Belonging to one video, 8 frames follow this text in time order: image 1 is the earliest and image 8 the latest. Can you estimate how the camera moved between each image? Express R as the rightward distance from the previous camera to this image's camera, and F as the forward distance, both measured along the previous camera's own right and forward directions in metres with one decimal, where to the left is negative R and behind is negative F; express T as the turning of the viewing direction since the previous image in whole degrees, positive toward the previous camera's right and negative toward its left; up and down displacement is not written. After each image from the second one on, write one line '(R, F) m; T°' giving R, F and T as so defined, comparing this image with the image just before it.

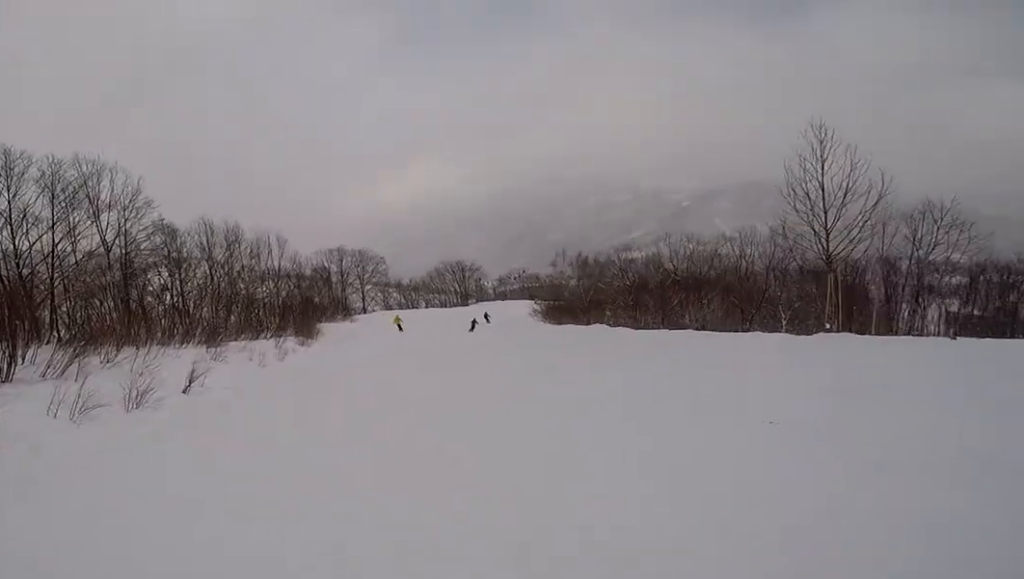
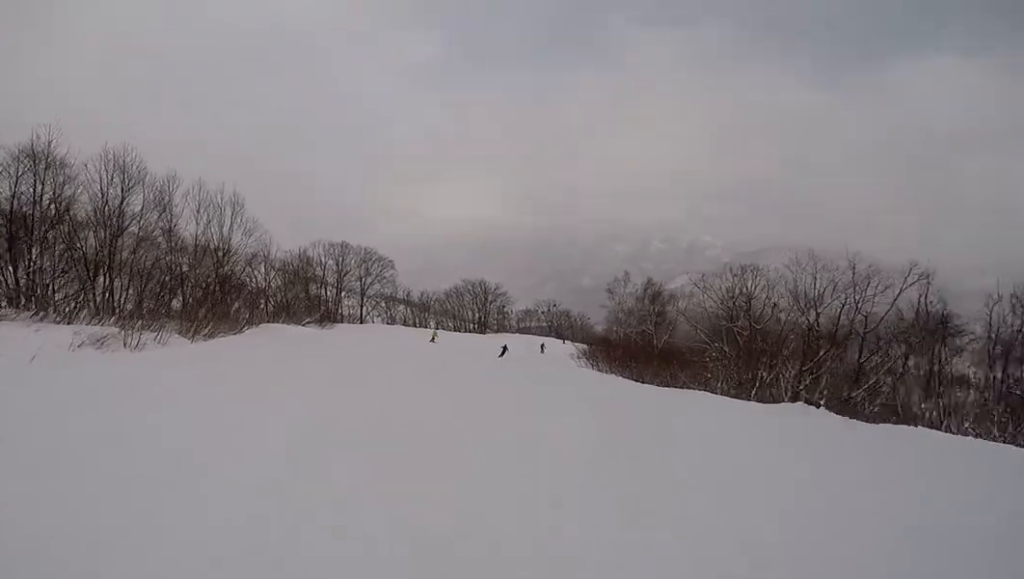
(+0.5, +16.6) m; -4°
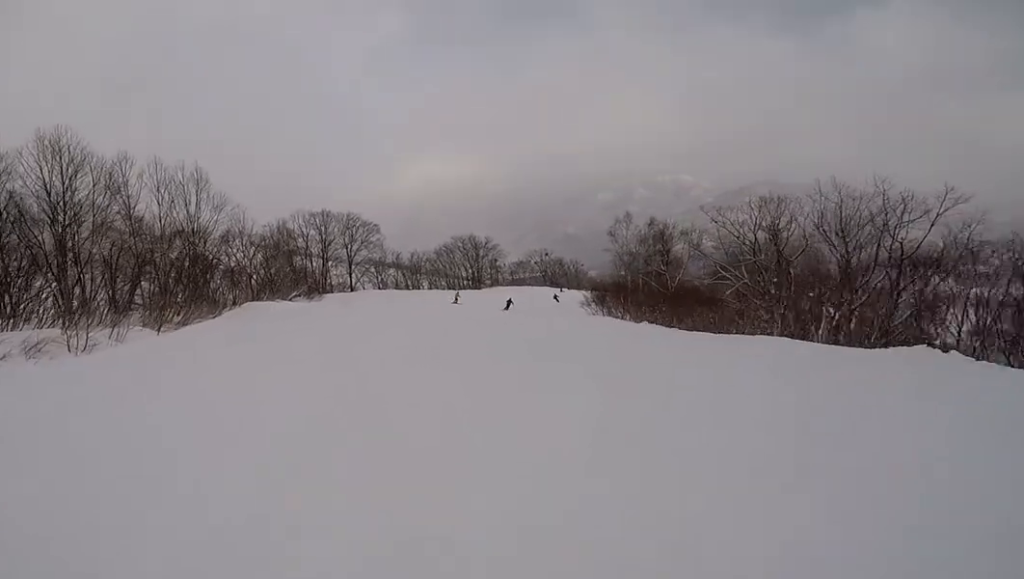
(+0.5, +2.6) m; +1°
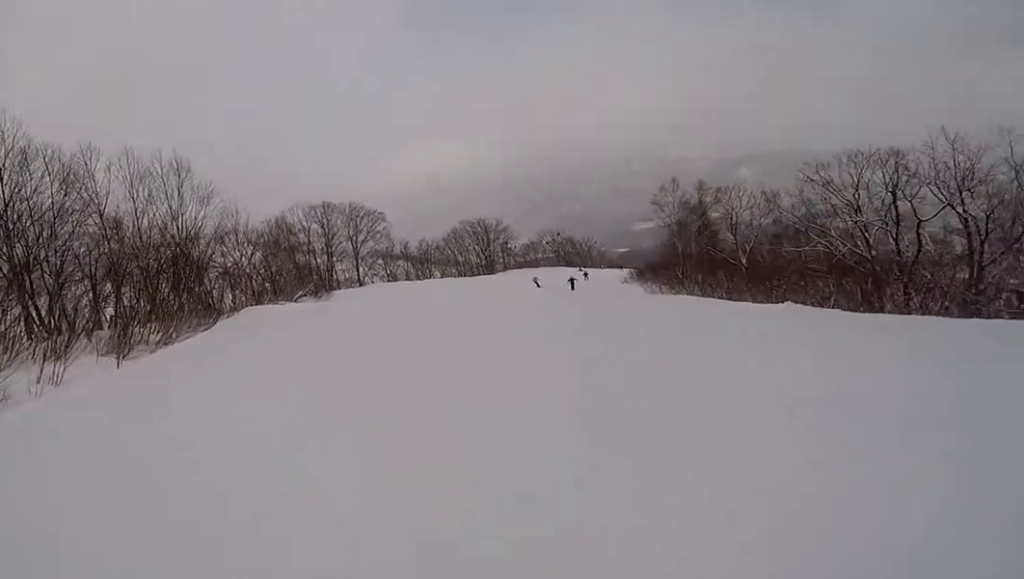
(+0.2, +5.6) m; +3°
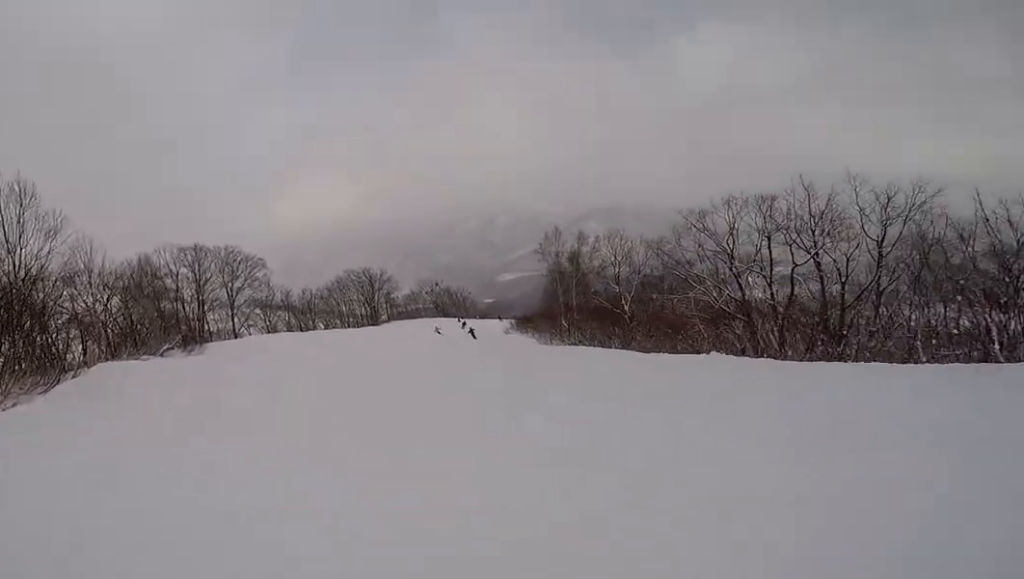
(-0.6, +3.1) m; +2°
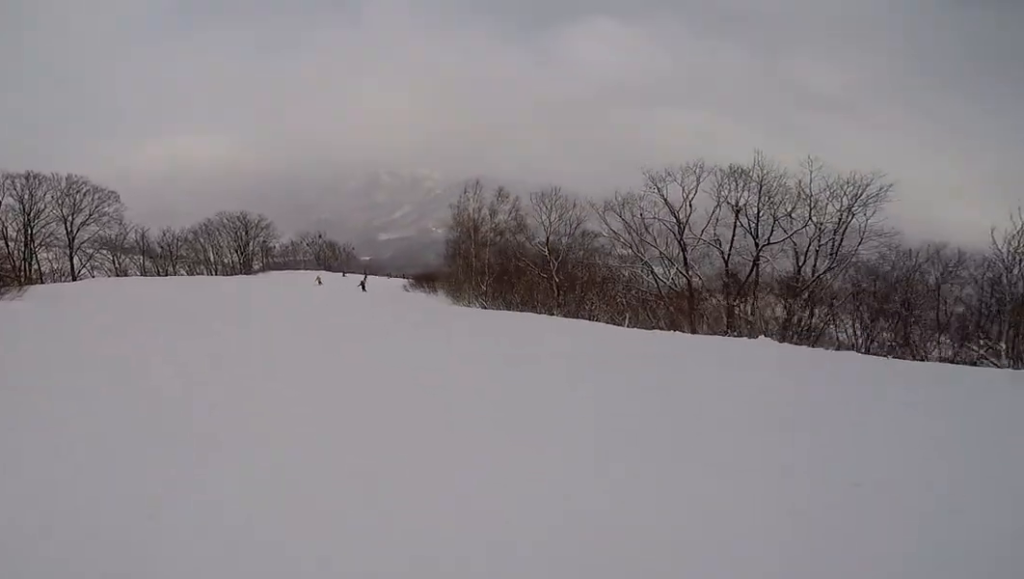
(+1.1, +6.1) m; +18°
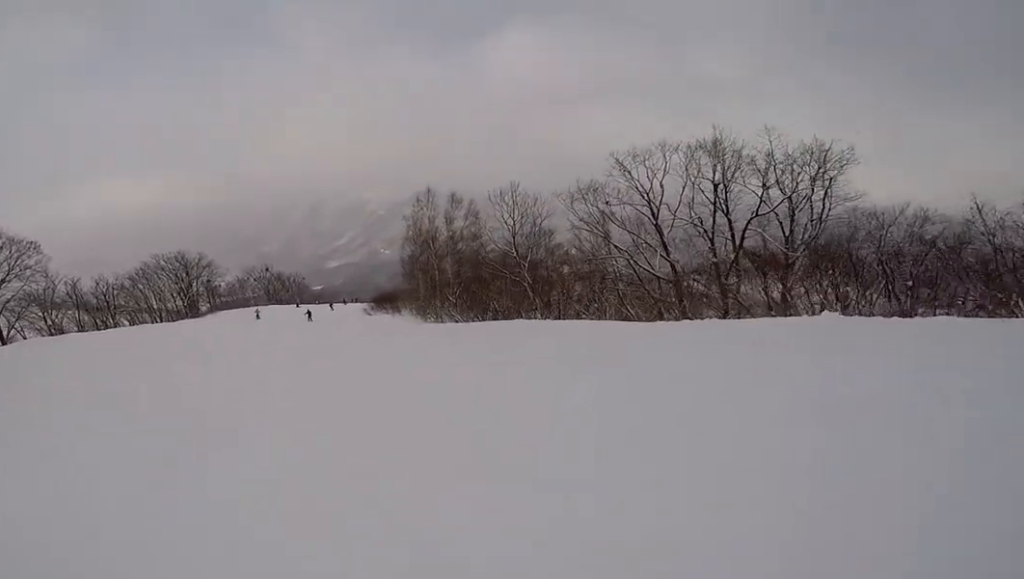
(+0.2, +2.8) m; +1°
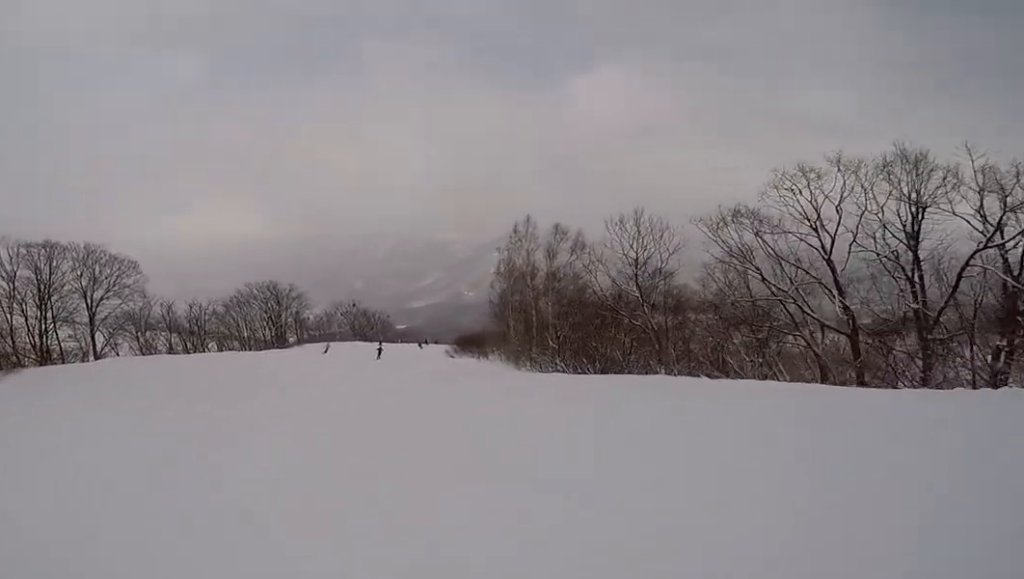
(+0.6, +3.3) m; -7°
